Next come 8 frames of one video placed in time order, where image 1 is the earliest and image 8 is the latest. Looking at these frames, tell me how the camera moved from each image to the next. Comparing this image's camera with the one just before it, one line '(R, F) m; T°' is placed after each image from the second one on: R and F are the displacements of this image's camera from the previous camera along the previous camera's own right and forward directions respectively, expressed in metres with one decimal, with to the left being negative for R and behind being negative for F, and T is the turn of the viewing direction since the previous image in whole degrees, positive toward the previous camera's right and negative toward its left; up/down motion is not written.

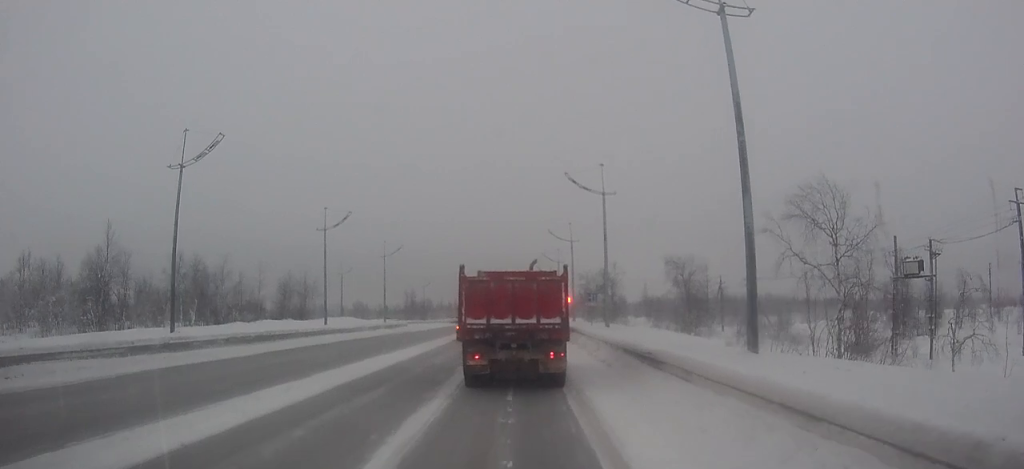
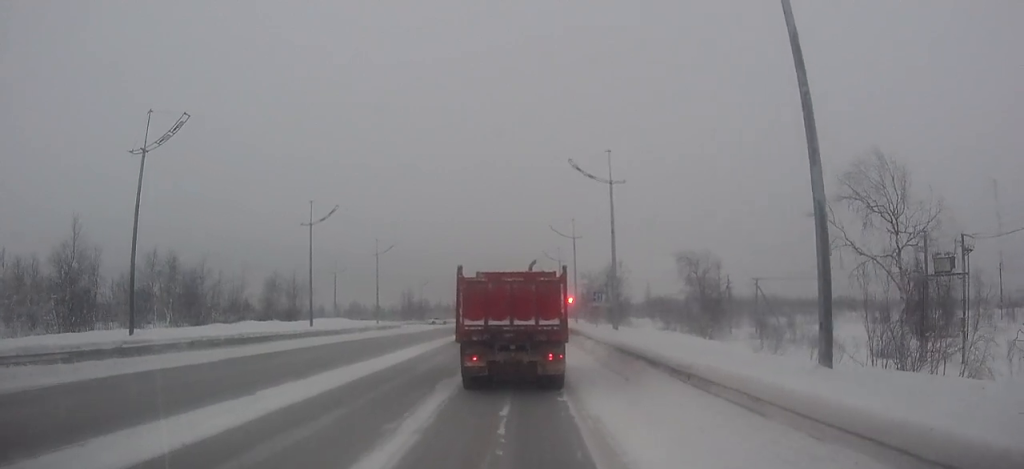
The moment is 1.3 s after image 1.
(0.0, +3.4) m; 0°
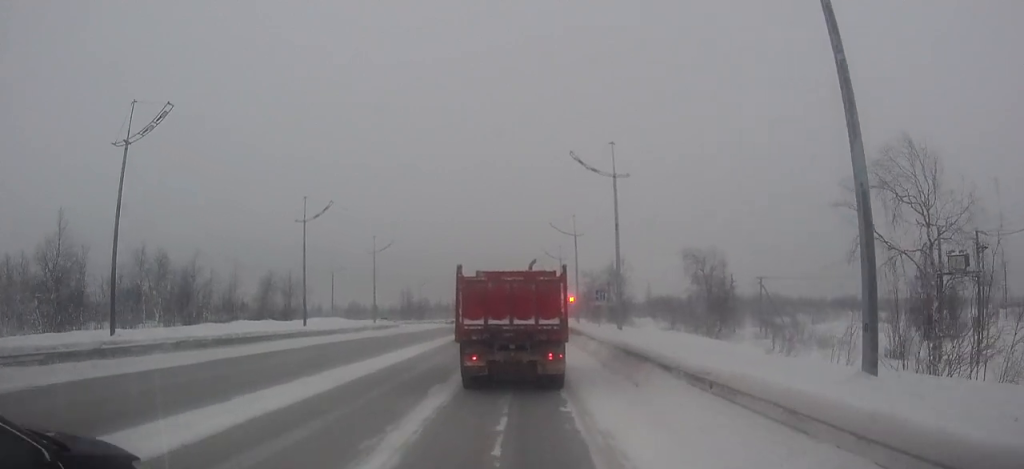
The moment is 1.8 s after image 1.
(0.0, +1.4) m; 0°
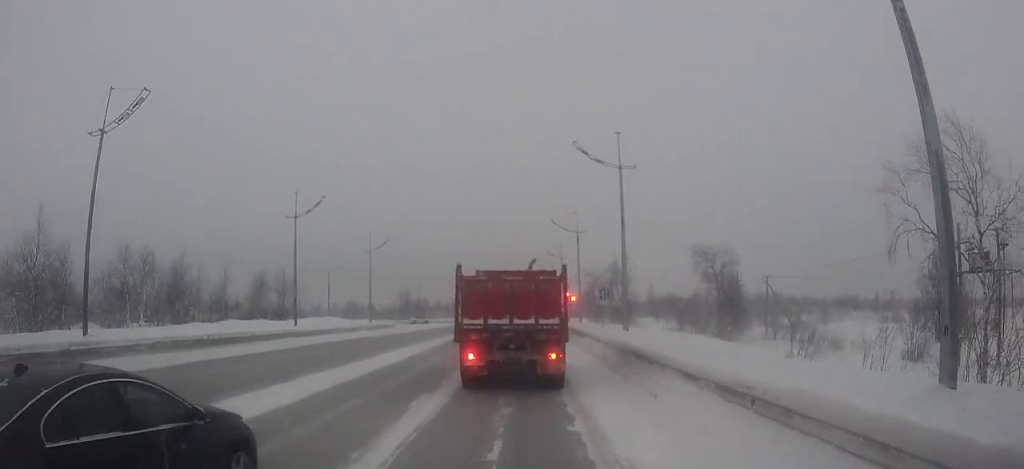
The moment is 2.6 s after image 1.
(0.0, +1.9) m; 0°
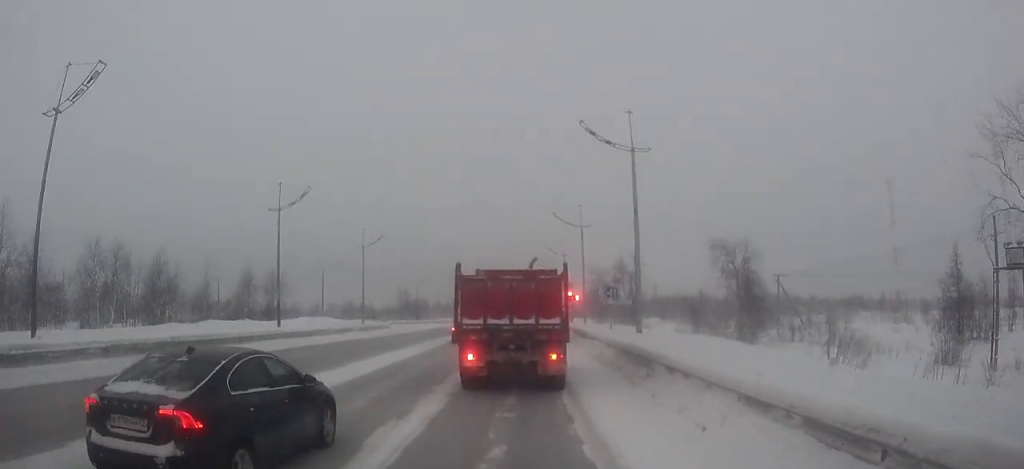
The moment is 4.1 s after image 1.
(0.0, +3.2) m; +1°
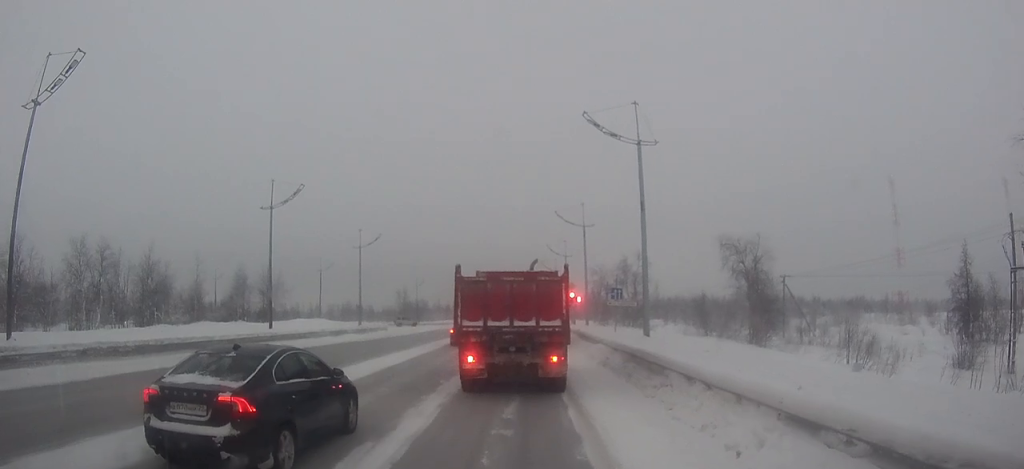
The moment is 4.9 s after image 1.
(0.0, +1.4) m; 0°
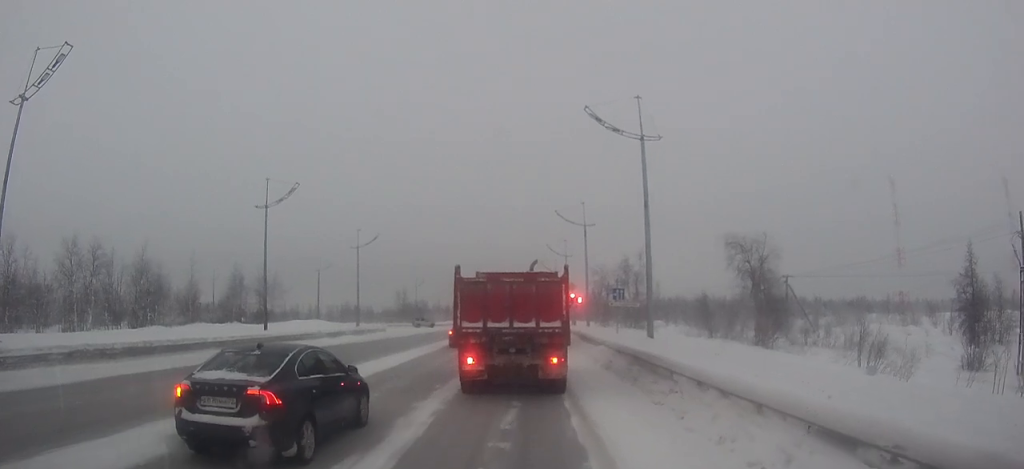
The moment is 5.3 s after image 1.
(0.0, +0.8) m; 0°
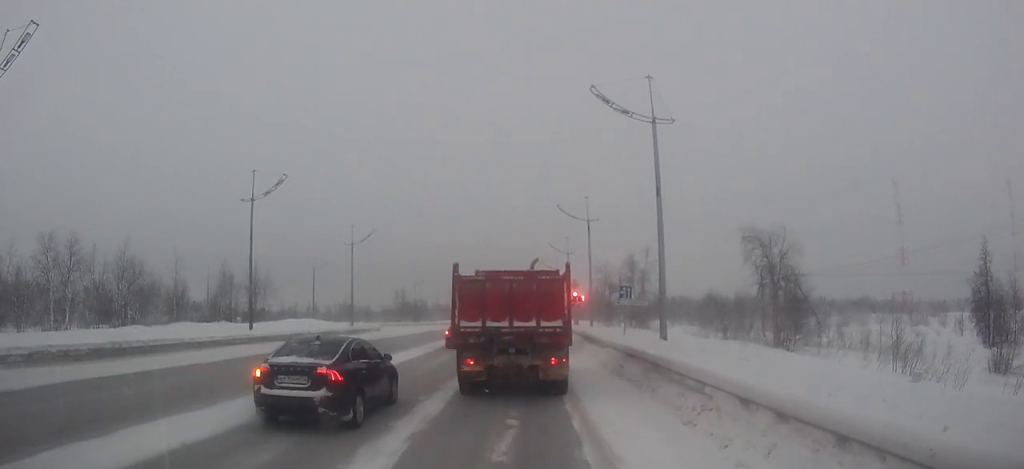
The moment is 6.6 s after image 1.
(0.0, +2.3) m; 0°
